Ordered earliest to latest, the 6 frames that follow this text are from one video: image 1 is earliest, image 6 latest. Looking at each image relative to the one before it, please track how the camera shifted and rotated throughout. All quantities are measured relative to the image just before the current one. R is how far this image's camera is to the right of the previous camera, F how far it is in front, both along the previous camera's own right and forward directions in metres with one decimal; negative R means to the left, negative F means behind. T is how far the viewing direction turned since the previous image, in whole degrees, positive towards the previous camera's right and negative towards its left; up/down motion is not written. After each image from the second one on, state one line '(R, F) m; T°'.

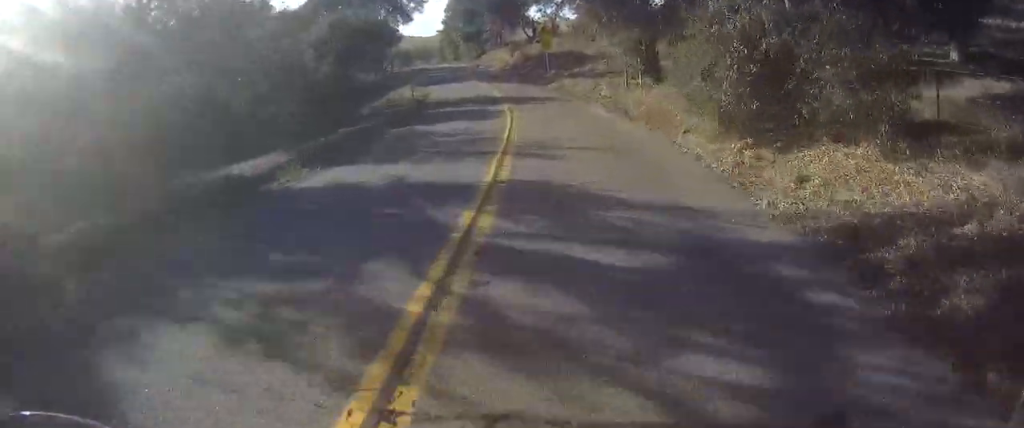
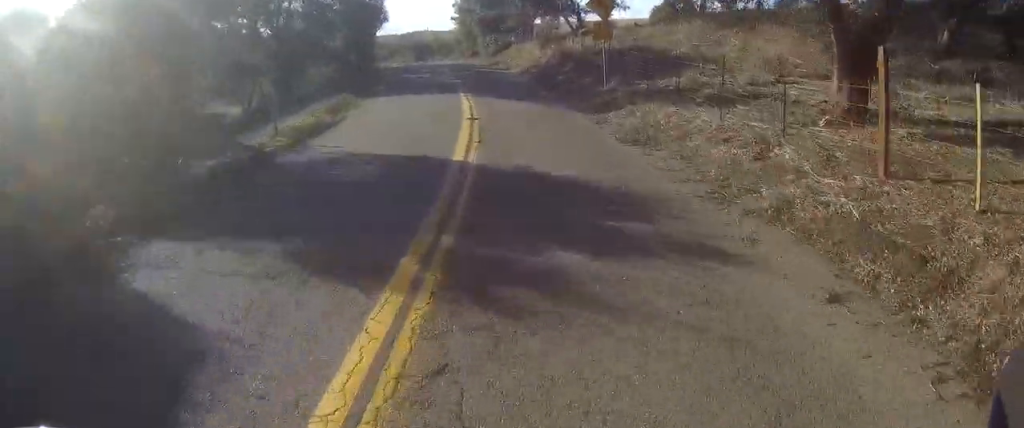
(-0.2, +22.9) m; -6°
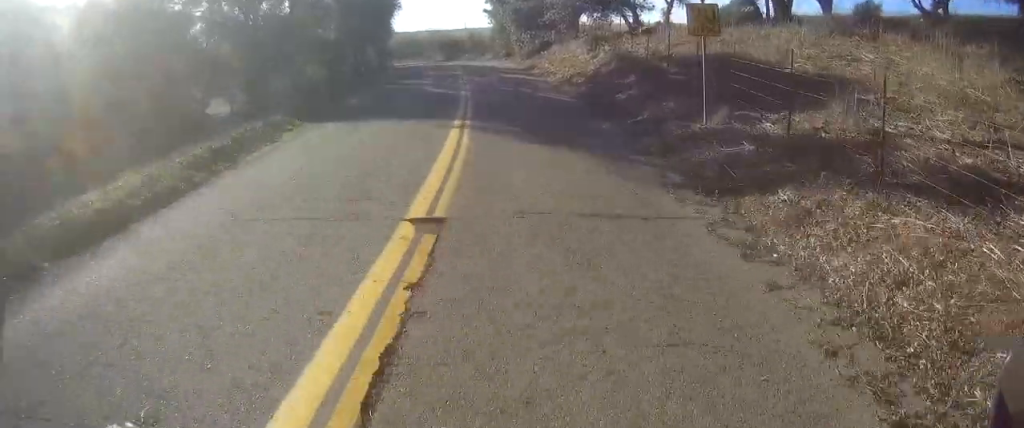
(-0.9, +9.4) m; -4°
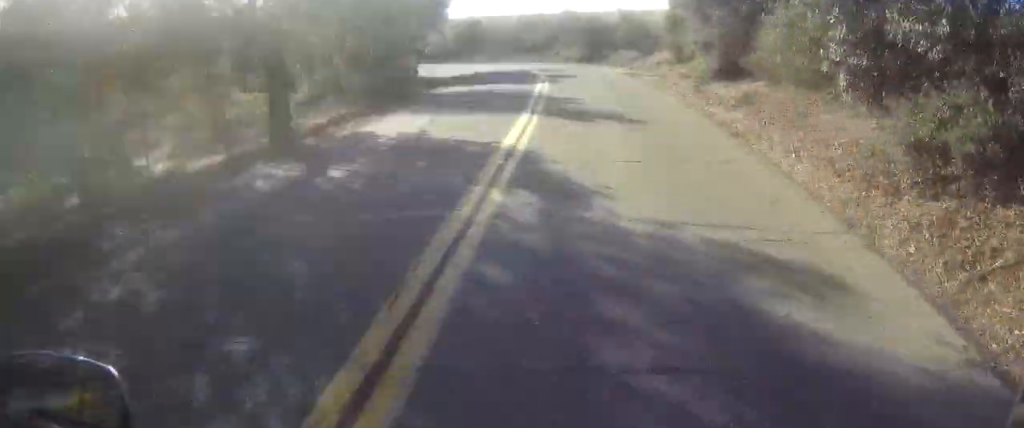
(-3.4, +36.2) m; -13°
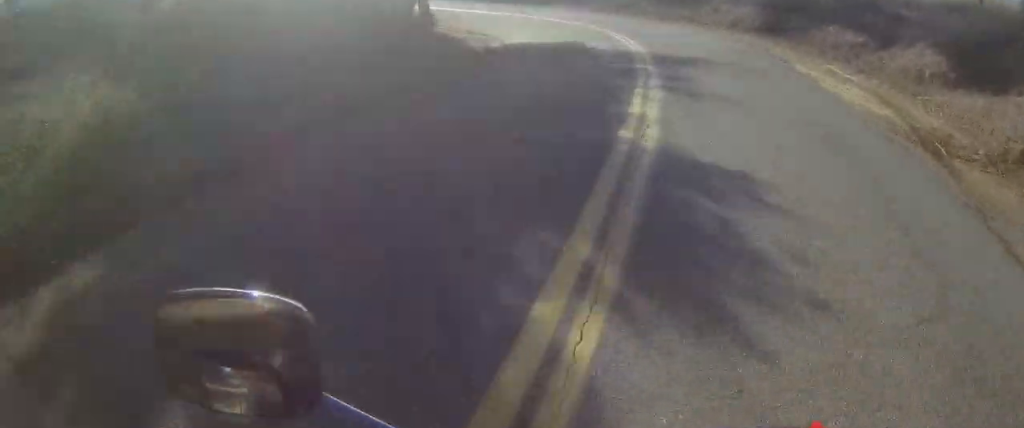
(-1.8, +21.0) m; -6°
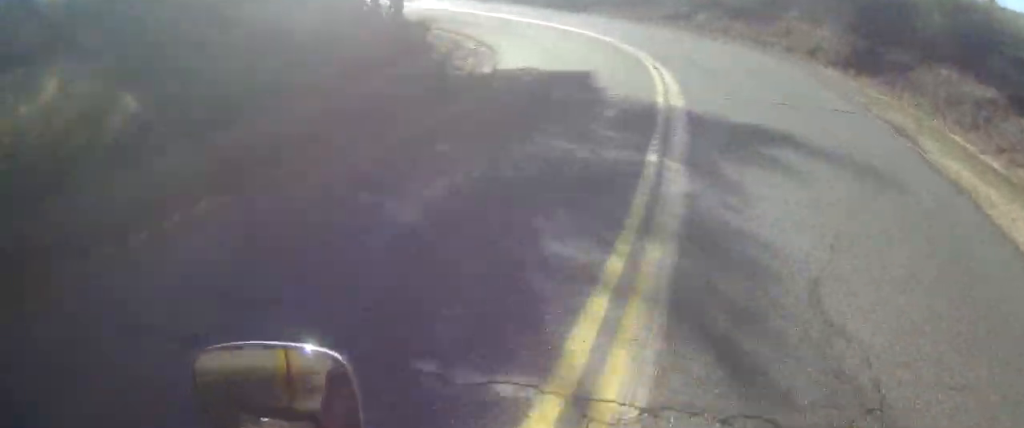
(0.0, +6.6) m; 0°
